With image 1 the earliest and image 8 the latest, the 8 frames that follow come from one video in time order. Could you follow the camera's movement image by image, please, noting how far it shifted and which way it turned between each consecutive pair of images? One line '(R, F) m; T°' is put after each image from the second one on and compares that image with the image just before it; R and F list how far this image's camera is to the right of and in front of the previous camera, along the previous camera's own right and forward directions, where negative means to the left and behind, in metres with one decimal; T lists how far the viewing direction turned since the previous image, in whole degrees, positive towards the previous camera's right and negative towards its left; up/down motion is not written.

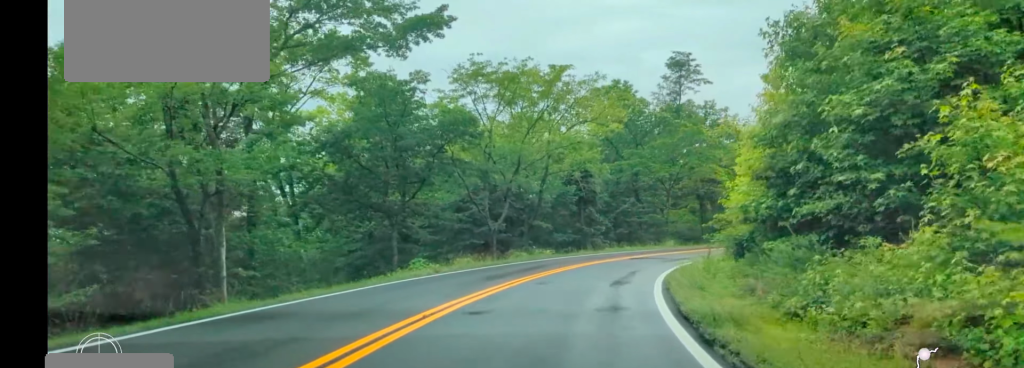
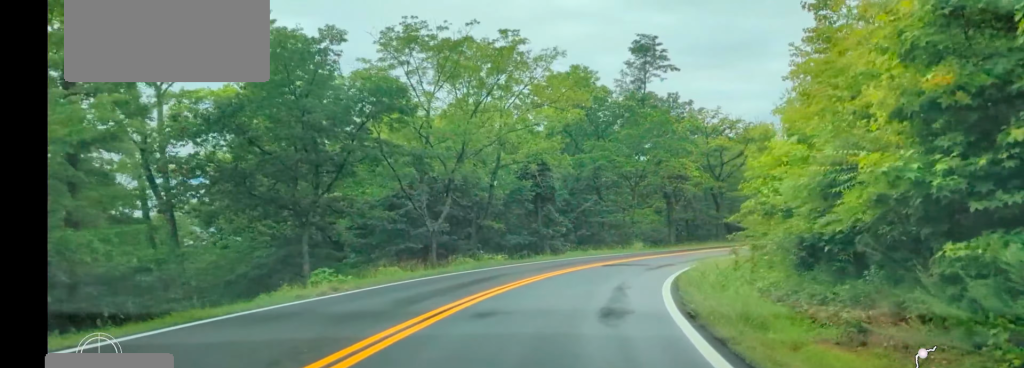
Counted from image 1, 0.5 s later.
(0.0, +6.4) m; +2°
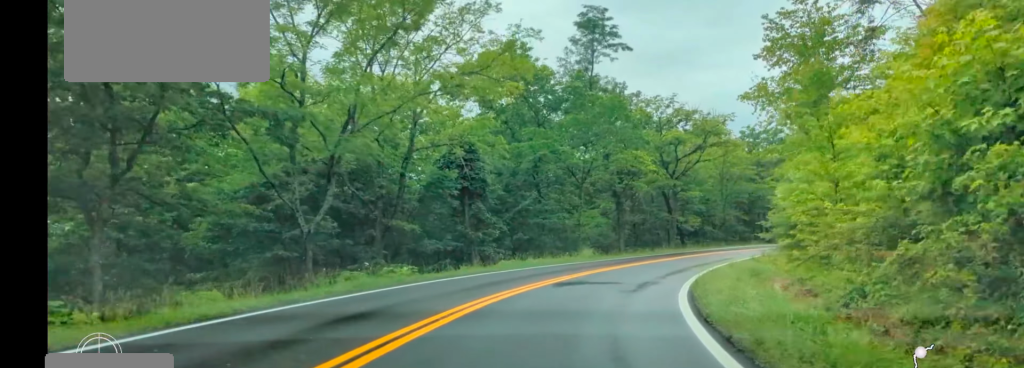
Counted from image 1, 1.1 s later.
(+0.4, +9.1) m; +7°
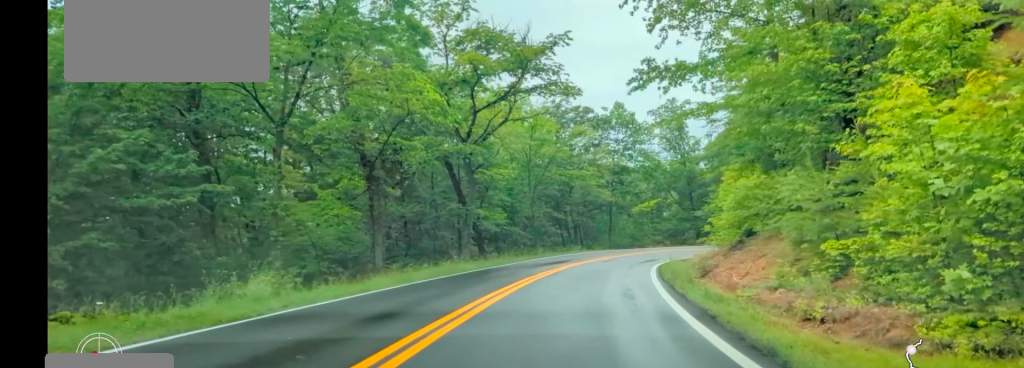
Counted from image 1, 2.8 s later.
(+4.3, +23.2) m; +19°
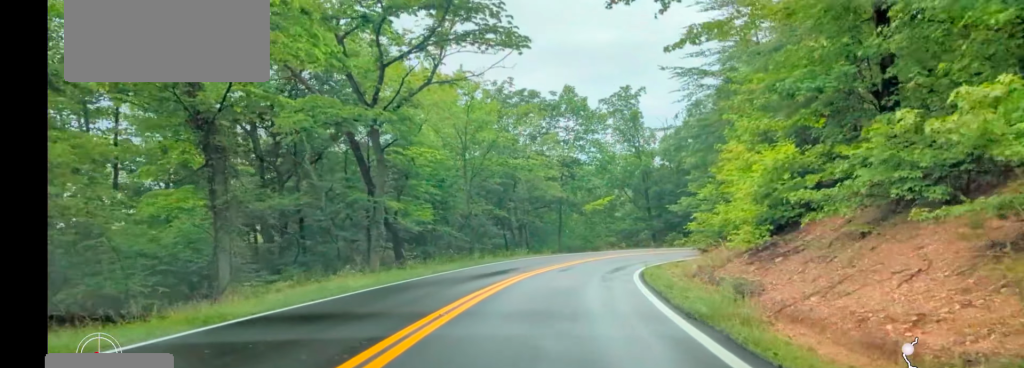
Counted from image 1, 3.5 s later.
(+0.4, +9.0) m; +4°
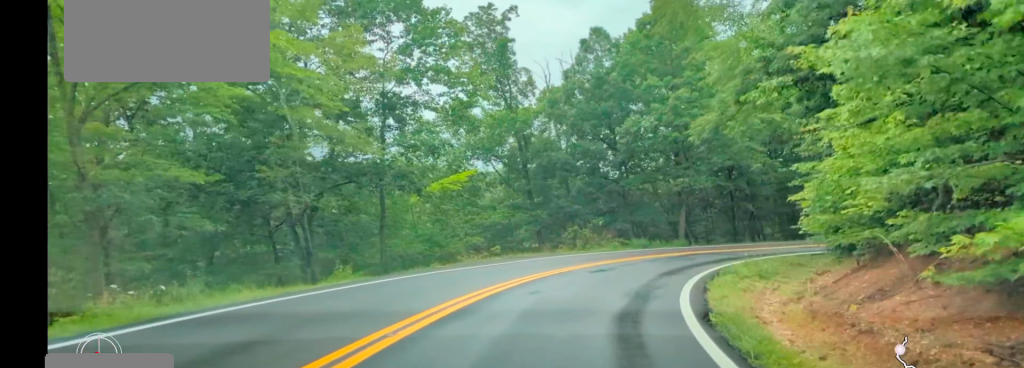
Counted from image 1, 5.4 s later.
(+3.5, +26.5) m; +15°
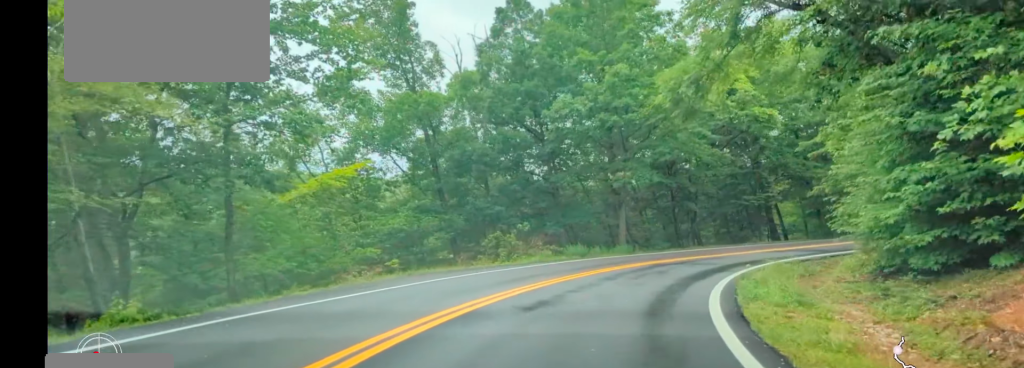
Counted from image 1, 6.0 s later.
(+0.3, +8.3) m; +6°
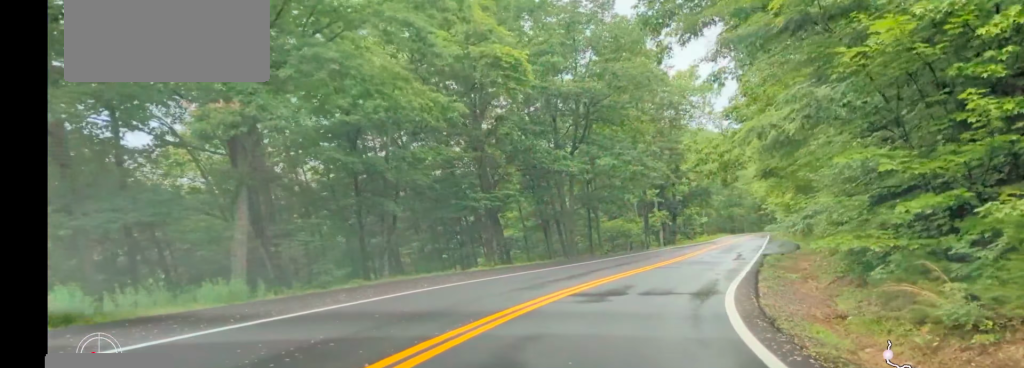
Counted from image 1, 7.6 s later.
(+3.4, +20.4) m; +28°
